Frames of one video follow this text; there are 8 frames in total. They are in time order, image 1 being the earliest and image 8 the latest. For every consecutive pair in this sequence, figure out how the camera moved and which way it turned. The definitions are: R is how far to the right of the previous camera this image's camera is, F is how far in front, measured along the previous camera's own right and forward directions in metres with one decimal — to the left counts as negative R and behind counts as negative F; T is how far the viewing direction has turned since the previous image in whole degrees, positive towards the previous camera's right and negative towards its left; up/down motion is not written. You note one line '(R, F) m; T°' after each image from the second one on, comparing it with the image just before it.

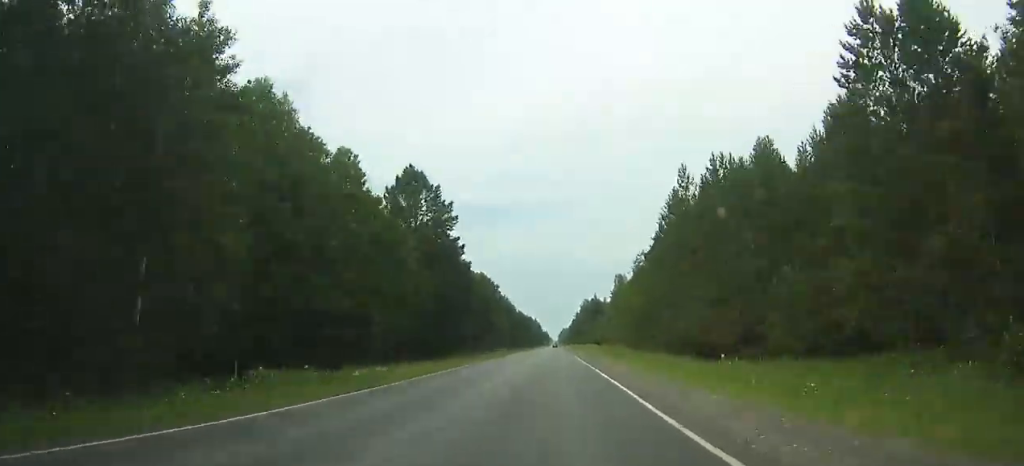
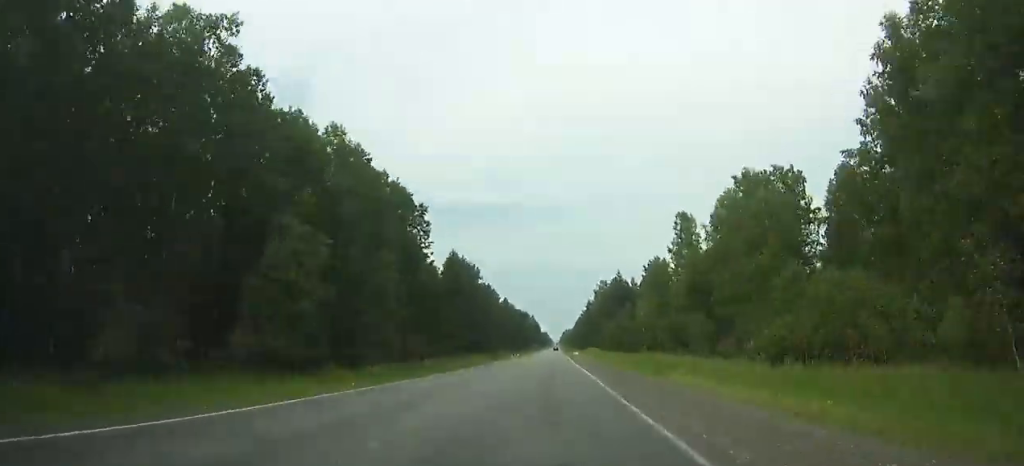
(-0.5, +94.6) m; 0°
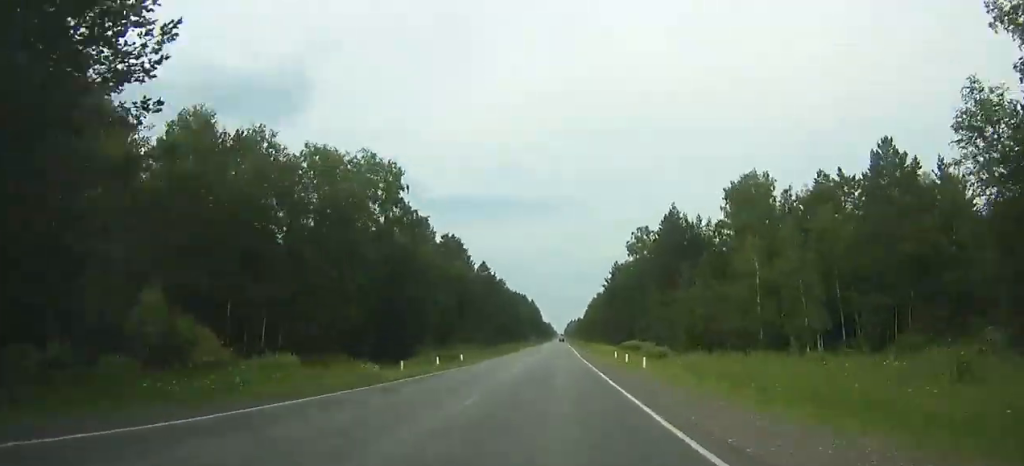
(-0.1, +76.6) m; 0°
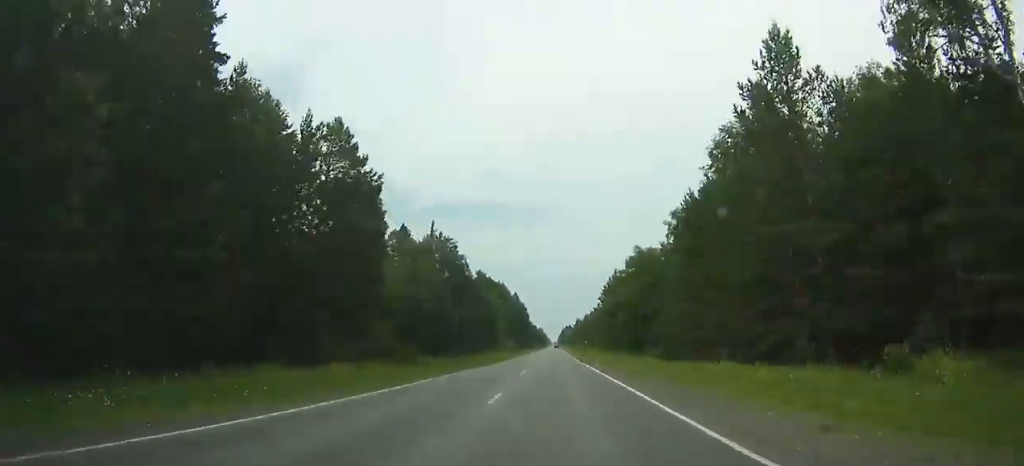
(-0.1, +95.8) m; 0°
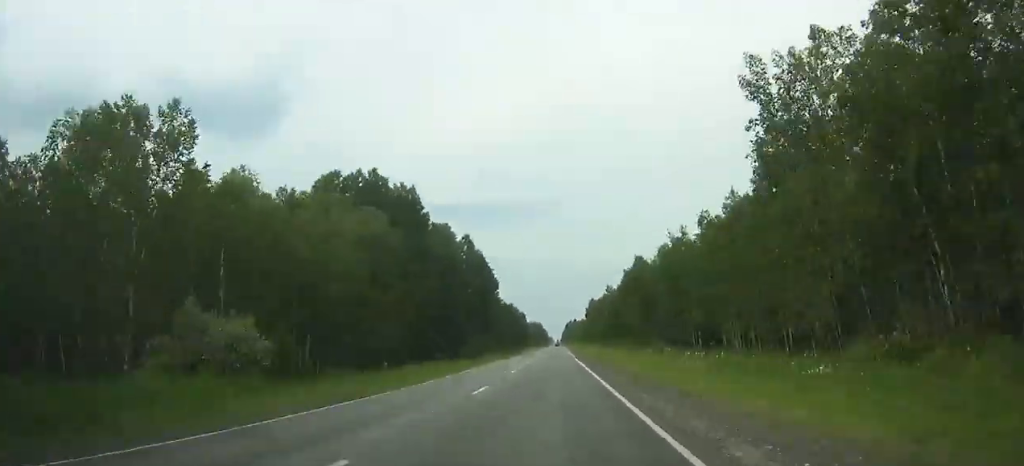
(+0.4, +131.1) m; 0°
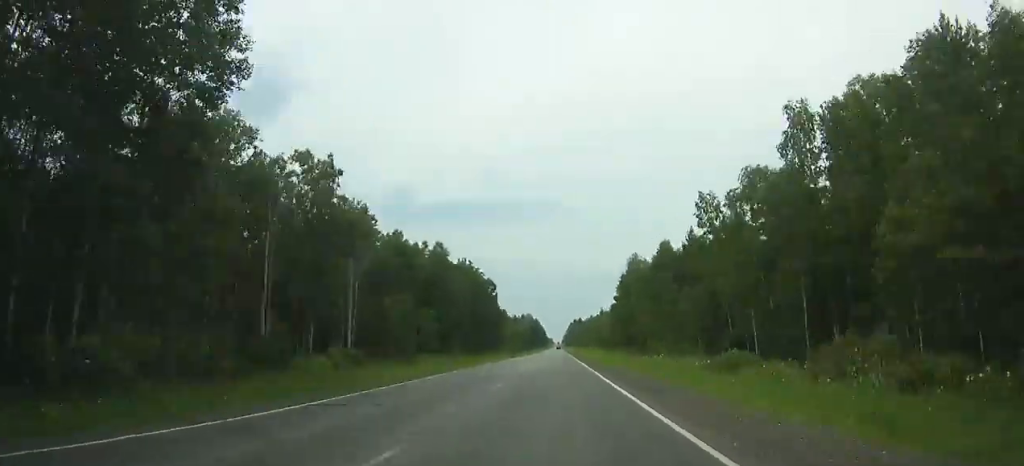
(-0.4, +105.1) m; 0°
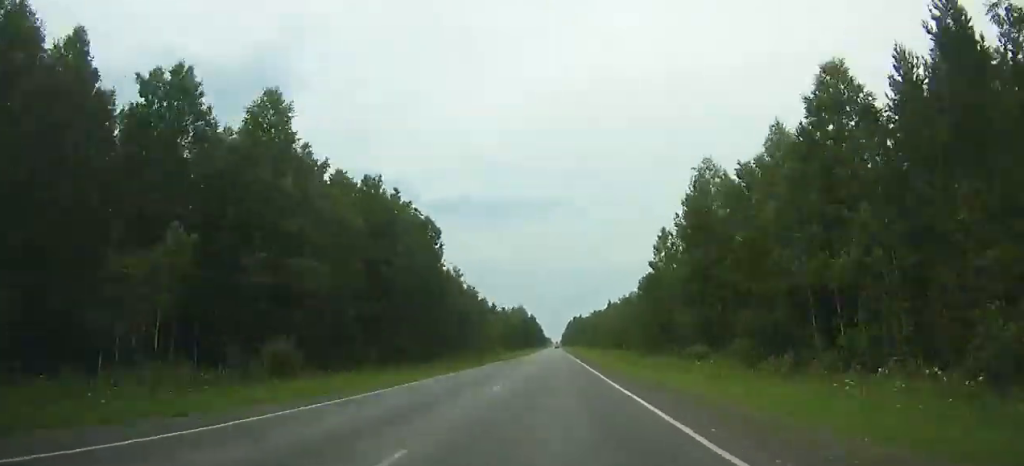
(+0.1, +47.1) m; 0°
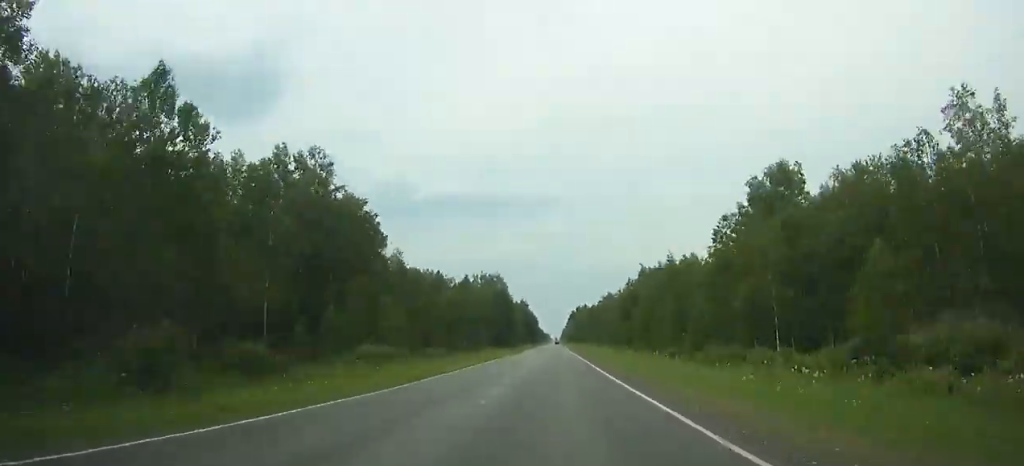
(0.0, +84.9) m; 0°
